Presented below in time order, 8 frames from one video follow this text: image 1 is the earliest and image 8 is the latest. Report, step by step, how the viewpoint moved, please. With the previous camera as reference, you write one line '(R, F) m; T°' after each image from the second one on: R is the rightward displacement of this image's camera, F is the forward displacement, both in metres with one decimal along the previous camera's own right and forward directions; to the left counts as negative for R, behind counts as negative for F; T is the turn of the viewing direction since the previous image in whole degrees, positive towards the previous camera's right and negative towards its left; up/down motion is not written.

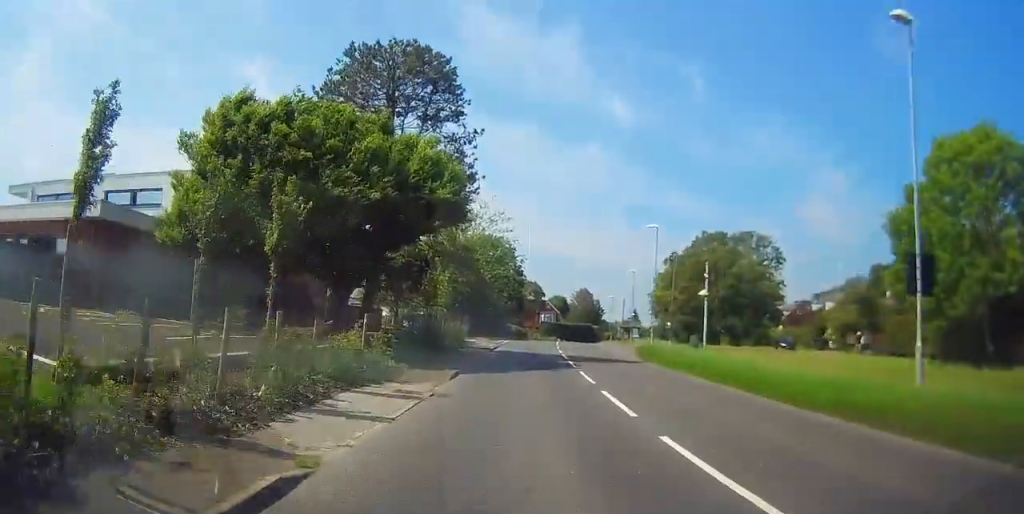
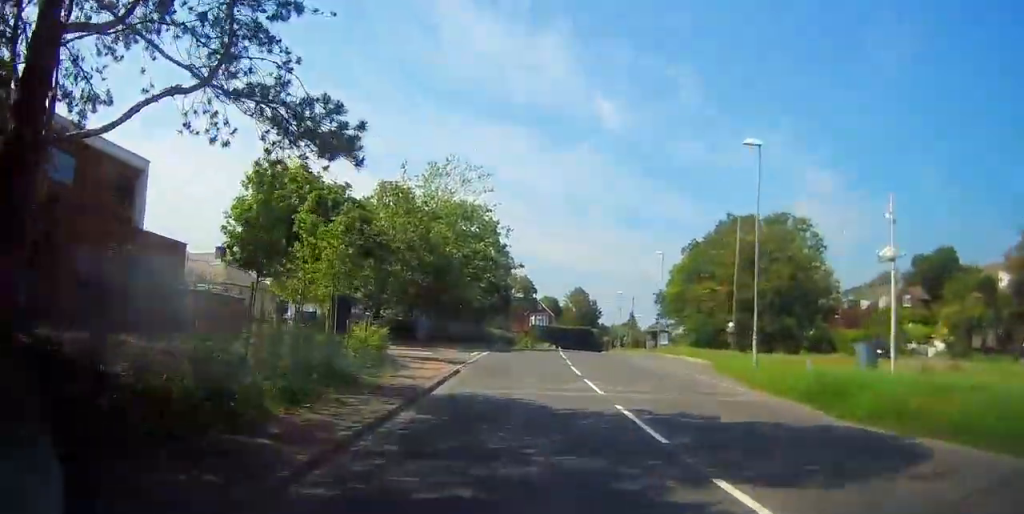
(+0.5, +21.4) m; -2°
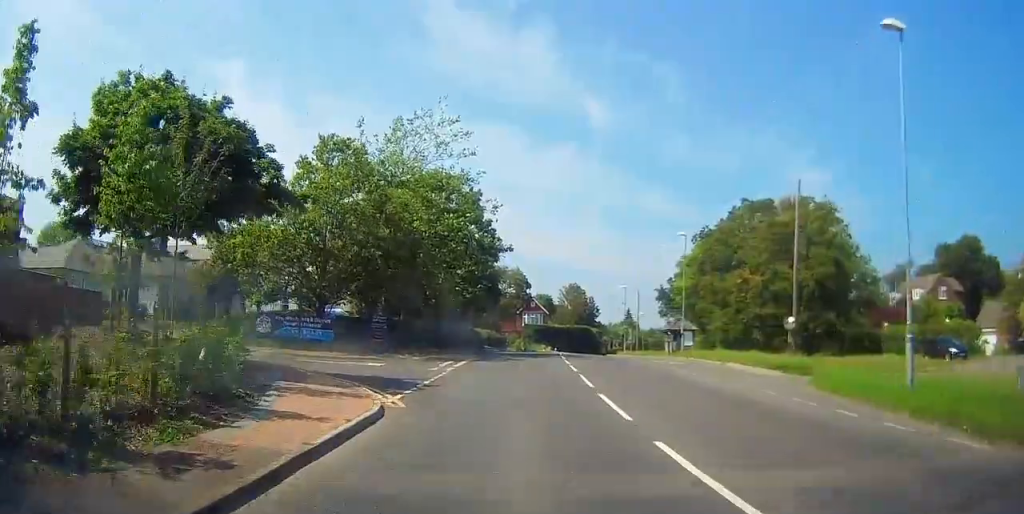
(-0.4, +9.3) m; -3°
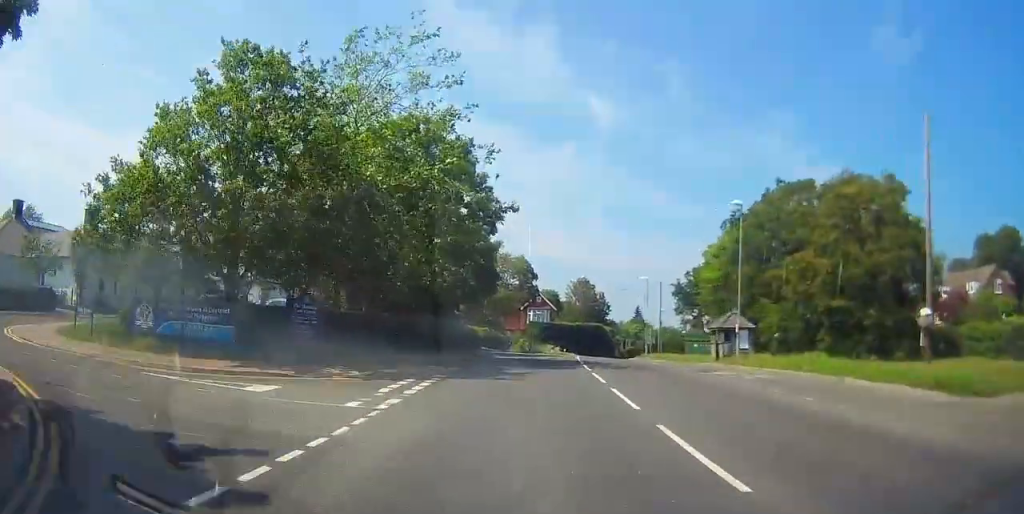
(-0.5, +9.1) m; +7°
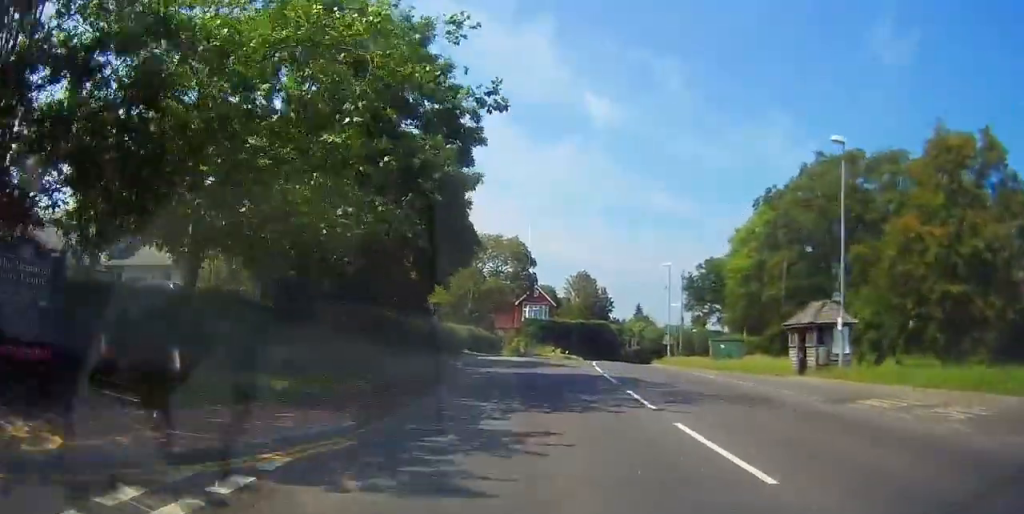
(+2.0, +13.6) m; +6°
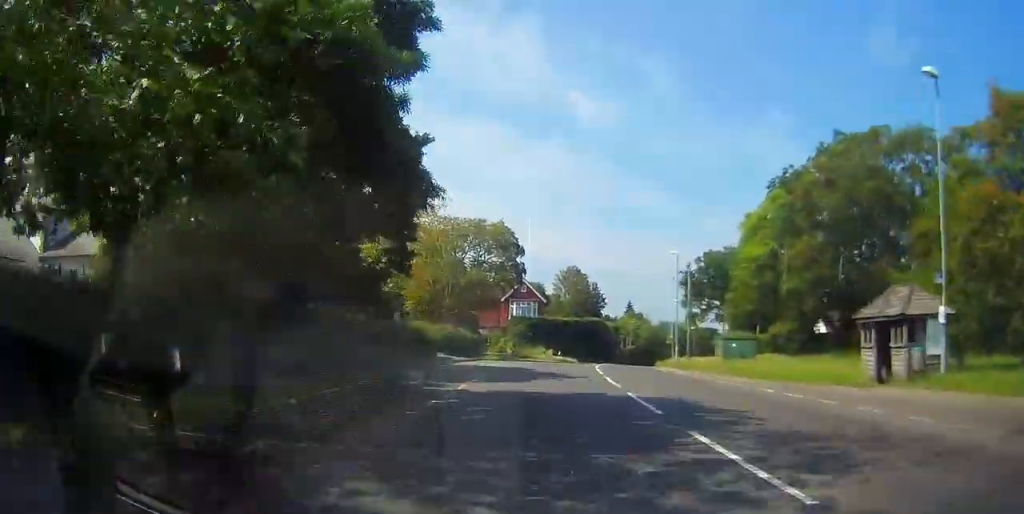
(-0.2, +7.5) m; -3°
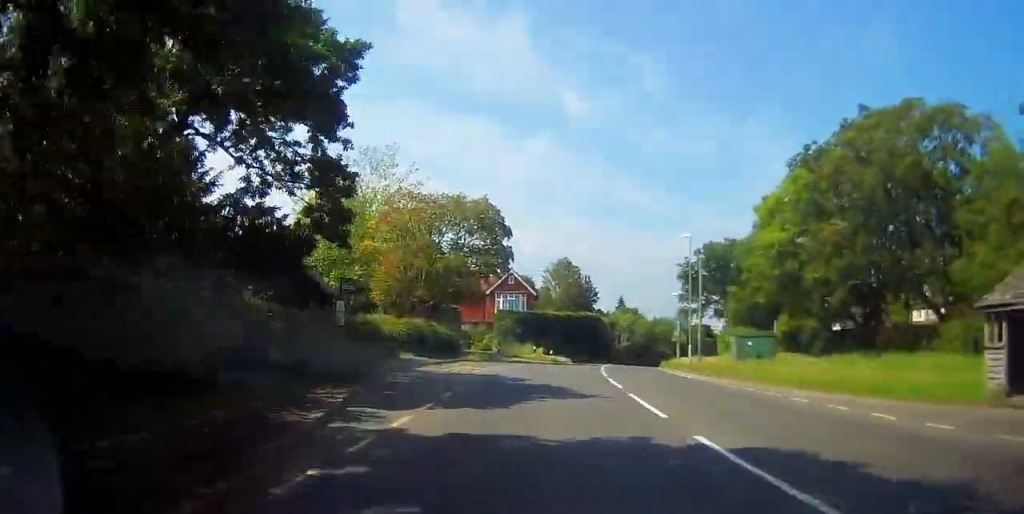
(-0.2, +7.0) m; 0°
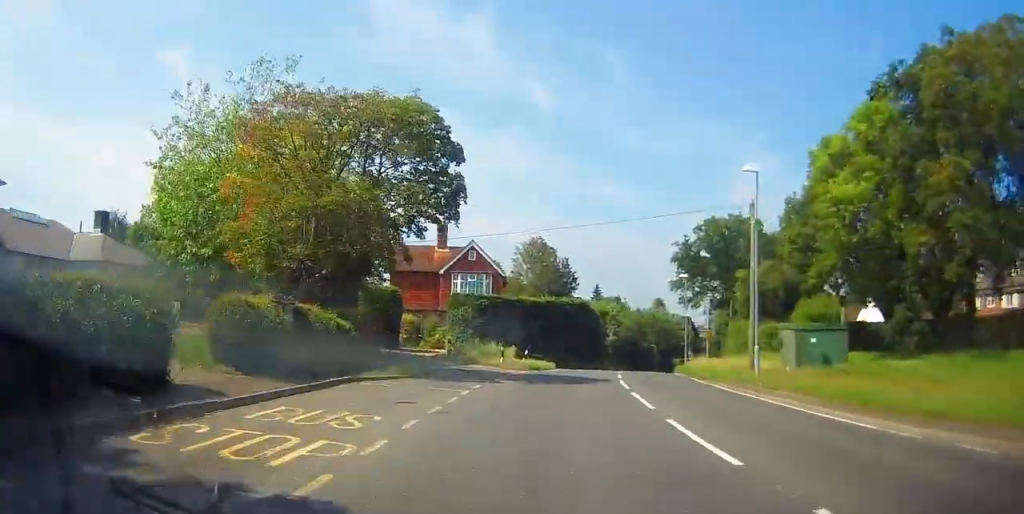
(+0.5, +17.0) m; +4°
